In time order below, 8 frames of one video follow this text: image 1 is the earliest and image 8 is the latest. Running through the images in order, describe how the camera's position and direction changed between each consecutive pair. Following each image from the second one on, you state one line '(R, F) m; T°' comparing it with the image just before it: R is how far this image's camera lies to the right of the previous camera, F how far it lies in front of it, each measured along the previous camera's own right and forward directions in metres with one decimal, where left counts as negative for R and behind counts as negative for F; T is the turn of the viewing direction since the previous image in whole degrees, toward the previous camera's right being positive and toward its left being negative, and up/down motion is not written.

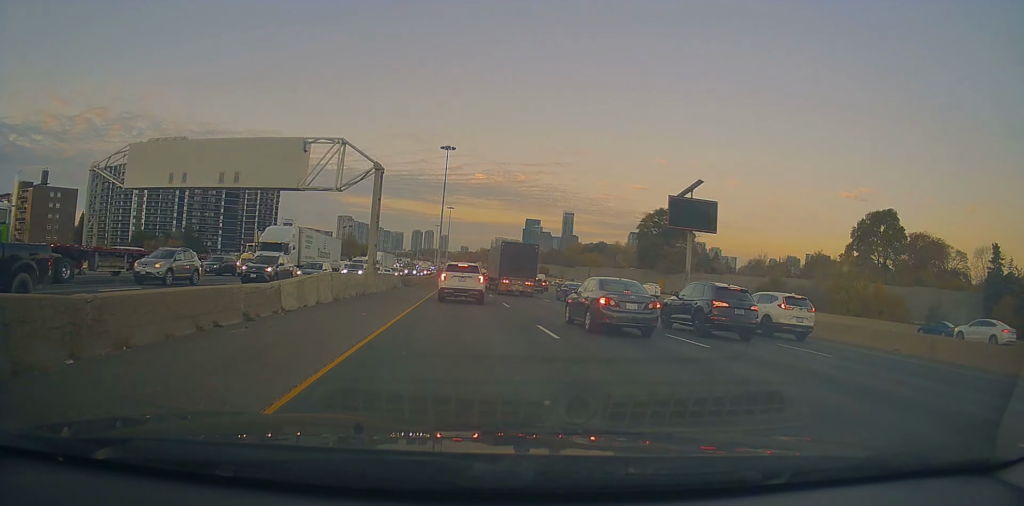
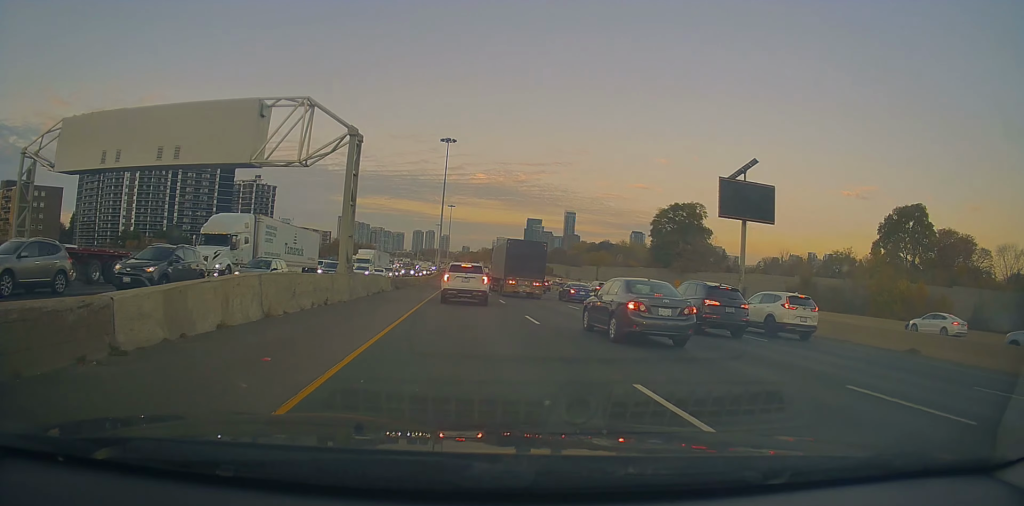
(+0.1, +8.2) m; 0°
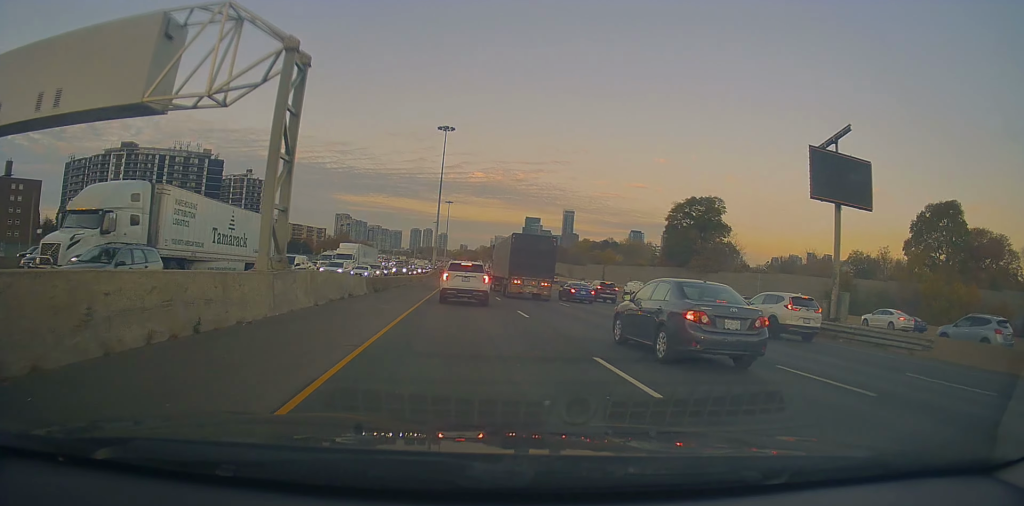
(0.0, +9.7) m; 0°
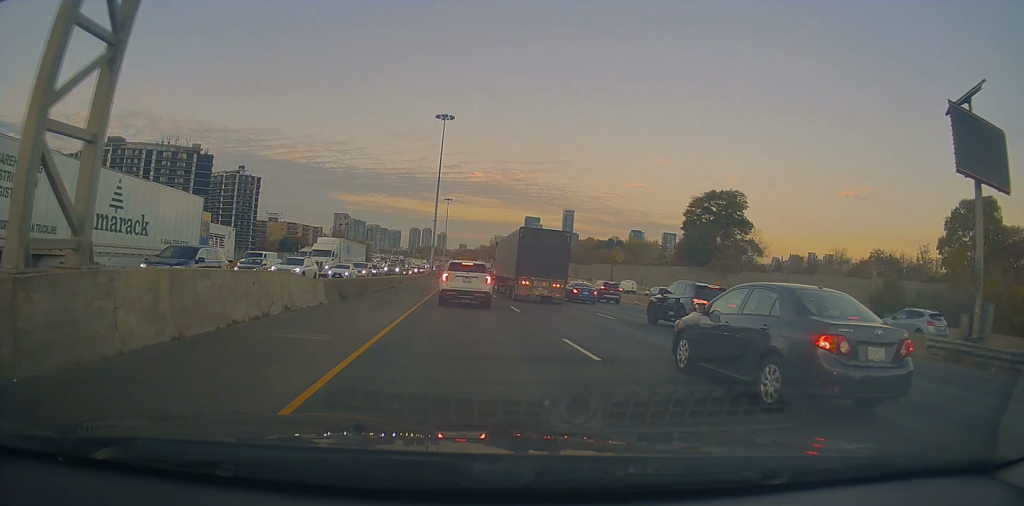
(0.0, +9.0) m; -1°
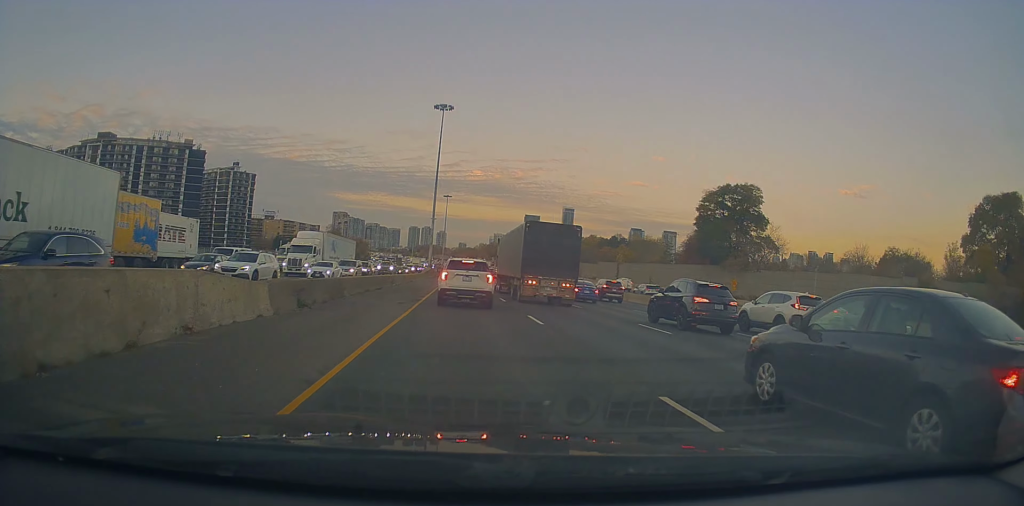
(0.0, +5.7) m; 0°
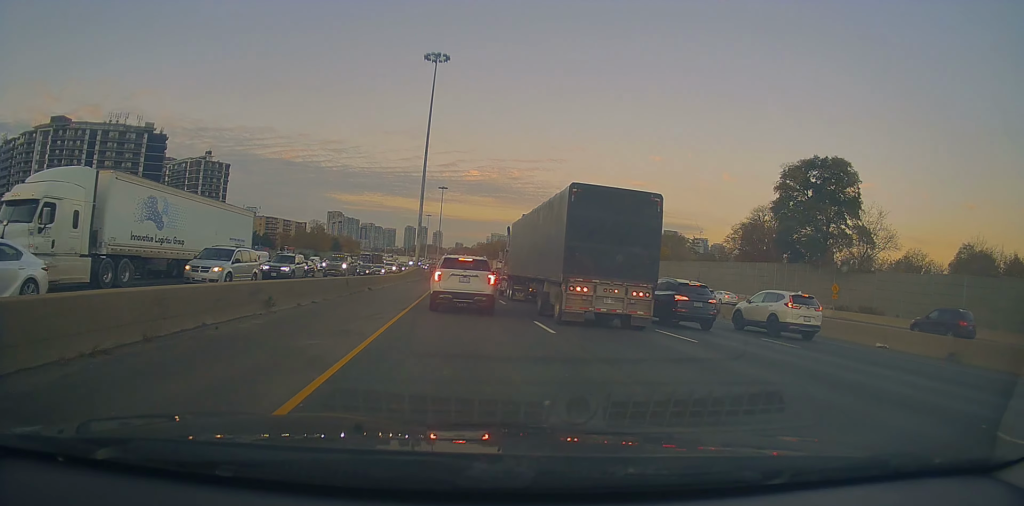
(+0.4, +25.6) m; +3°
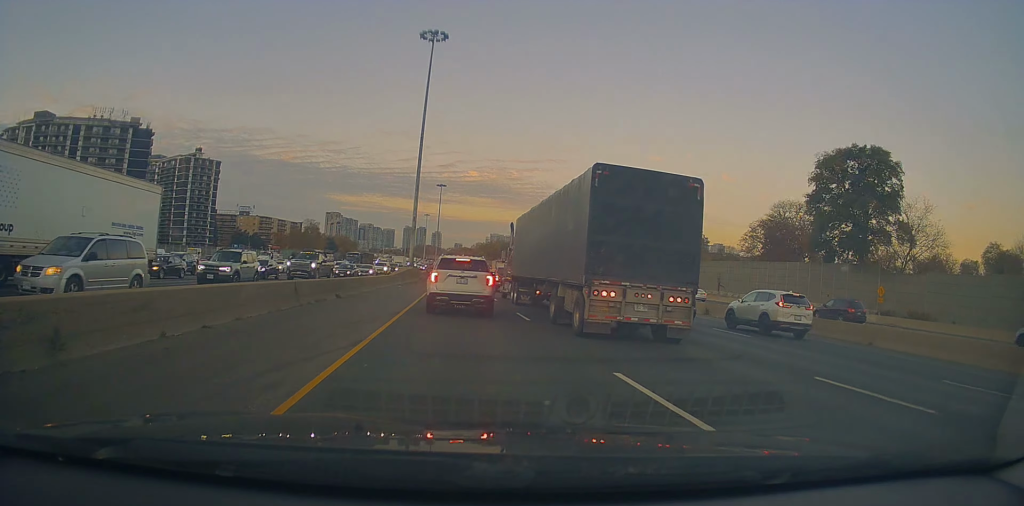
(+0.3, +8.1) m; -1°
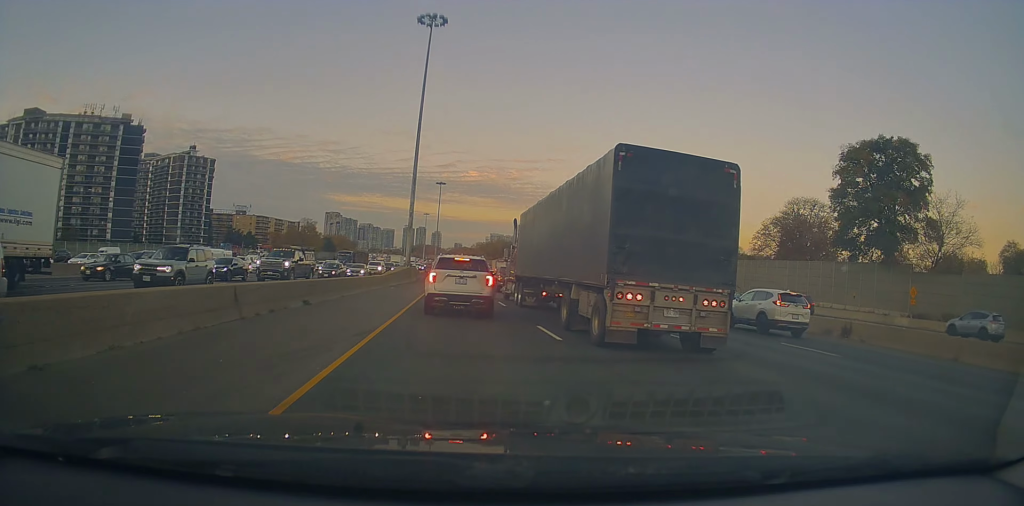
(-0.3, +4.8) m; 0°
